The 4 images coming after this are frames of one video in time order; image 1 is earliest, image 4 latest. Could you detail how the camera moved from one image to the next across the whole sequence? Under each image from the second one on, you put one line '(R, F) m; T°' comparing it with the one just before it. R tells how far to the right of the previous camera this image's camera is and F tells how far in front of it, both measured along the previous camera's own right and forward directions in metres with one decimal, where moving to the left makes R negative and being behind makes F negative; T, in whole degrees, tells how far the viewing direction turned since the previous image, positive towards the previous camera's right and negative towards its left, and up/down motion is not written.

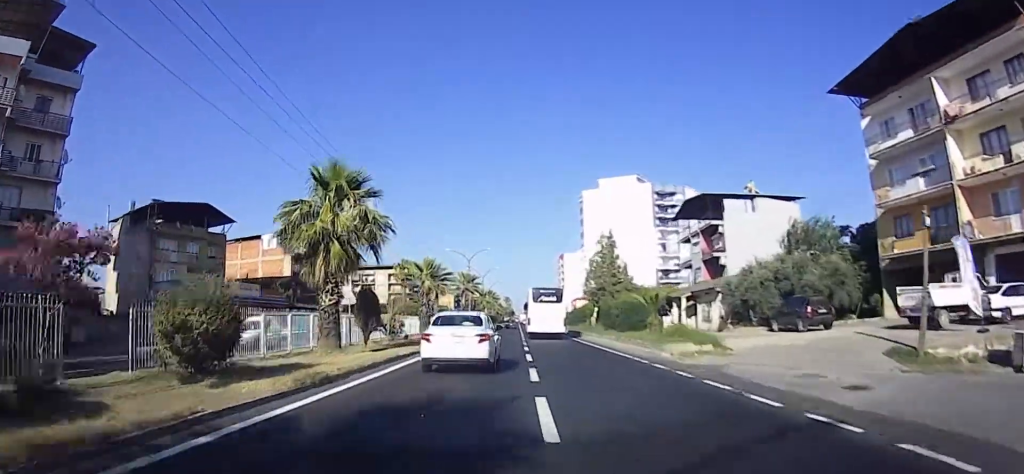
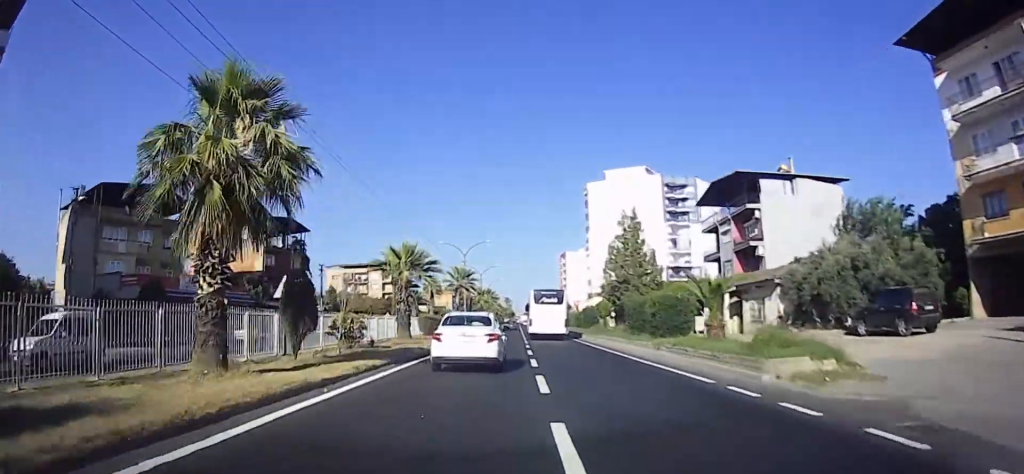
(0.0, +7.8) m; 0°
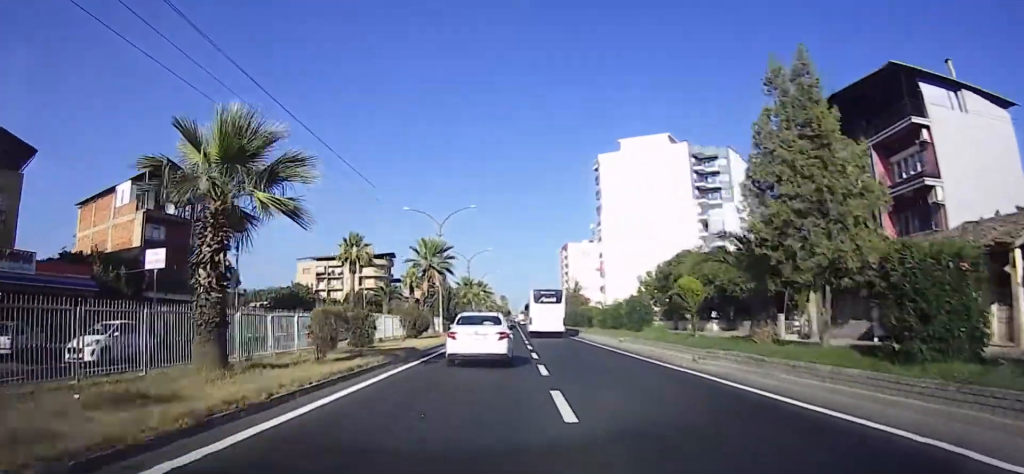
(-0.3, +20.2) m; -1°
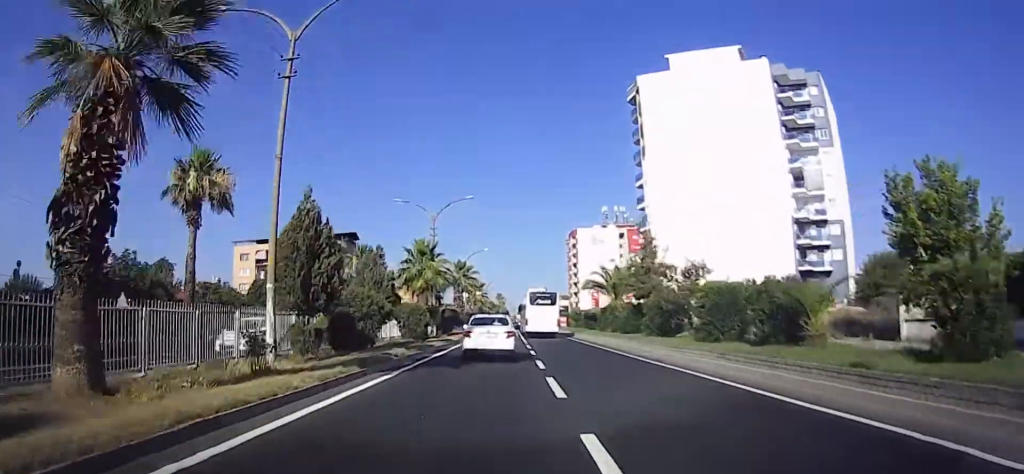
(0.0, +32.5) m; +1°
